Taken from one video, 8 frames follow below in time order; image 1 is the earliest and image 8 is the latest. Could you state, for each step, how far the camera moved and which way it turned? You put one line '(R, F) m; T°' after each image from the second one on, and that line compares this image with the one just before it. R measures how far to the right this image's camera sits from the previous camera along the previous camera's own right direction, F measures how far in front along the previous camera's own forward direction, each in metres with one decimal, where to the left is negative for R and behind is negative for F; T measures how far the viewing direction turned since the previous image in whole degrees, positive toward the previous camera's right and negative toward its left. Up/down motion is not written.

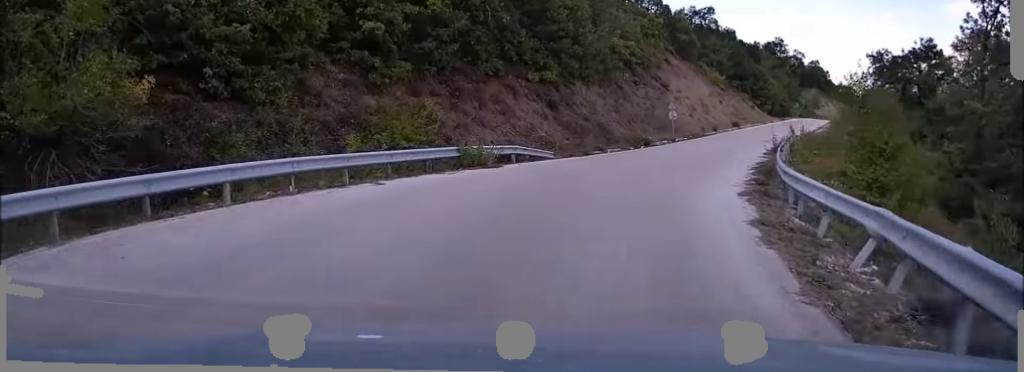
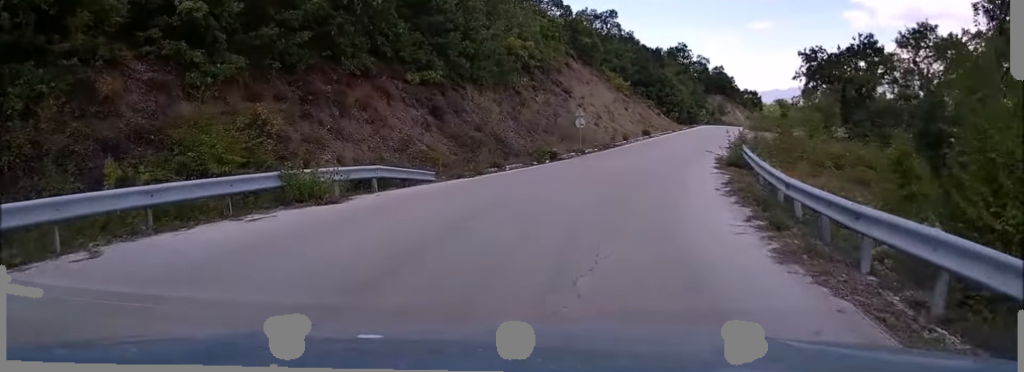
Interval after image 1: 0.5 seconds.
(+1.1, +7.4) m; +8°
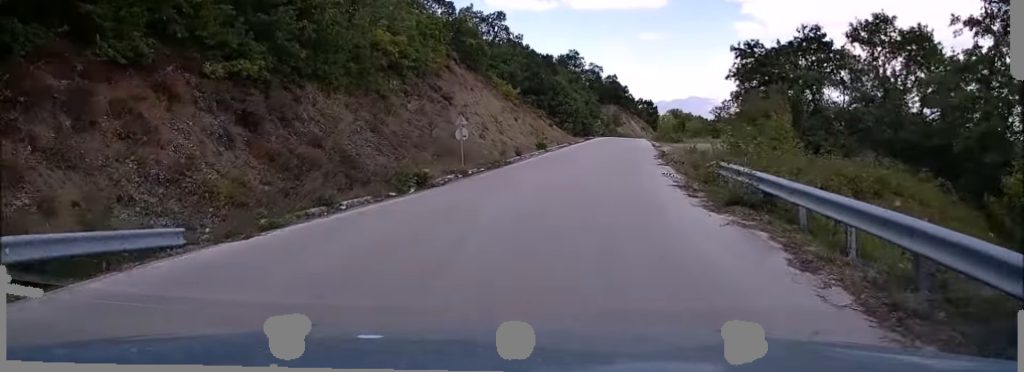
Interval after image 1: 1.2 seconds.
(+0.9, +10.0) m; +8°
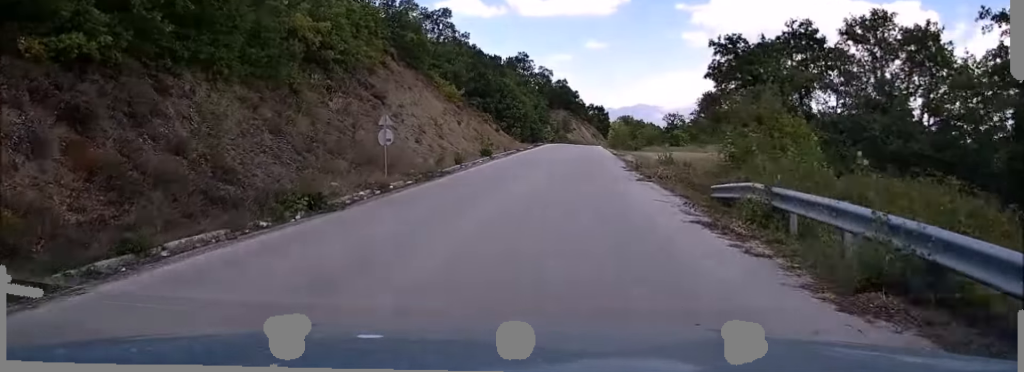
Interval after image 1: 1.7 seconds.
(+0.3, +6.9) m; +4°
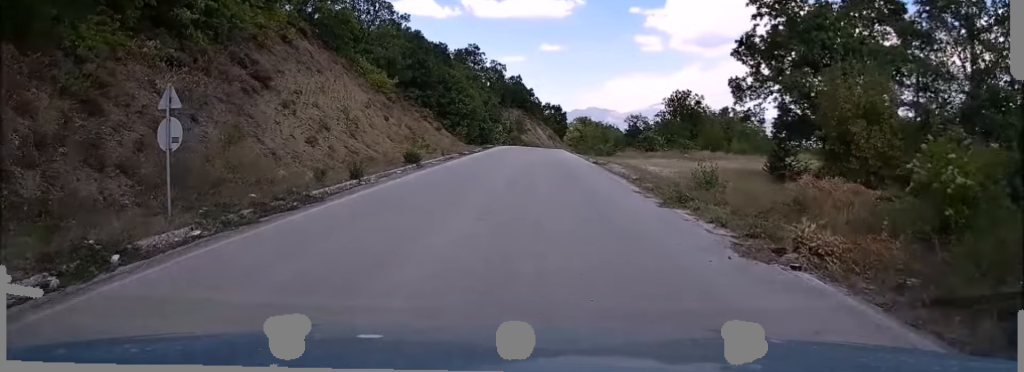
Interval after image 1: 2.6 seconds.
(+0.7, +13.9) m; +4°
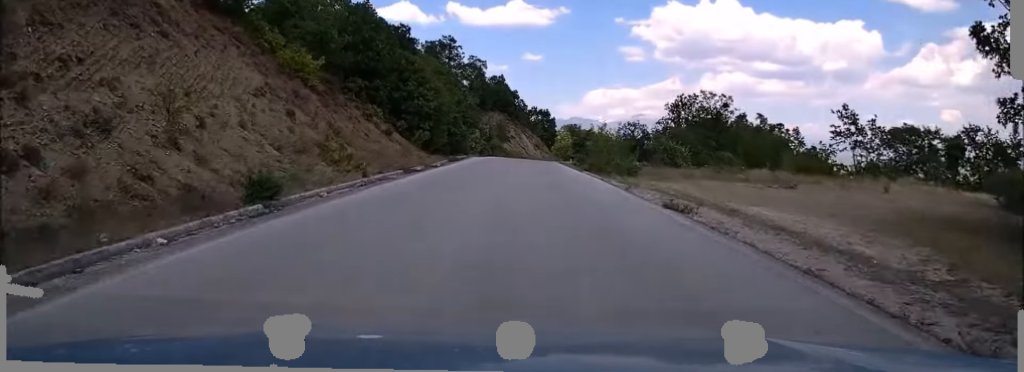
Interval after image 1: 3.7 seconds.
(+0.5, +18.6) m; +1°
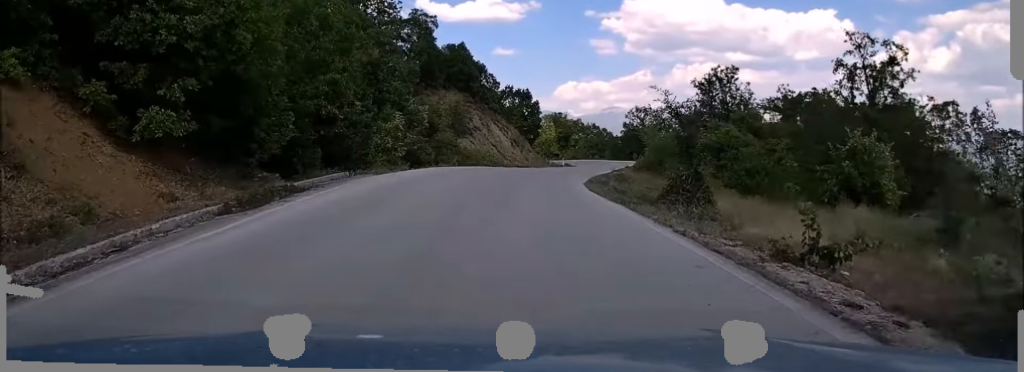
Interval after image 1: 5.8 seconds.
(+0.3, +37.7) m; +3°
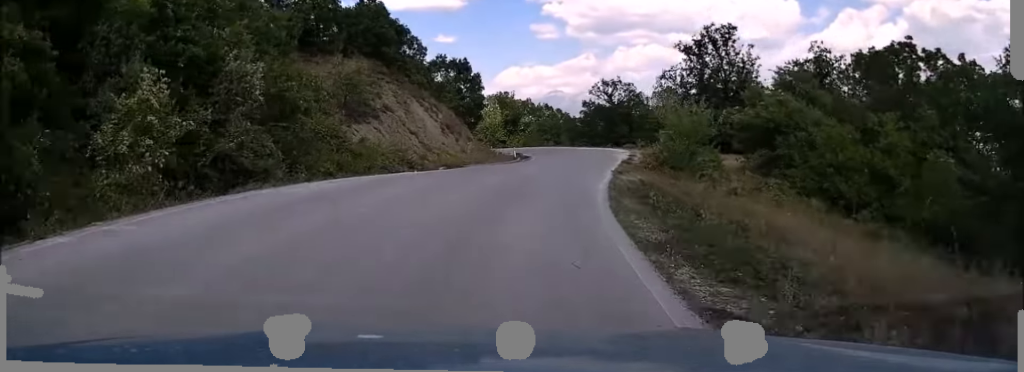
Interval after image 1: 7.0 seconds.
(+0.6, +20.9) m; +4°
